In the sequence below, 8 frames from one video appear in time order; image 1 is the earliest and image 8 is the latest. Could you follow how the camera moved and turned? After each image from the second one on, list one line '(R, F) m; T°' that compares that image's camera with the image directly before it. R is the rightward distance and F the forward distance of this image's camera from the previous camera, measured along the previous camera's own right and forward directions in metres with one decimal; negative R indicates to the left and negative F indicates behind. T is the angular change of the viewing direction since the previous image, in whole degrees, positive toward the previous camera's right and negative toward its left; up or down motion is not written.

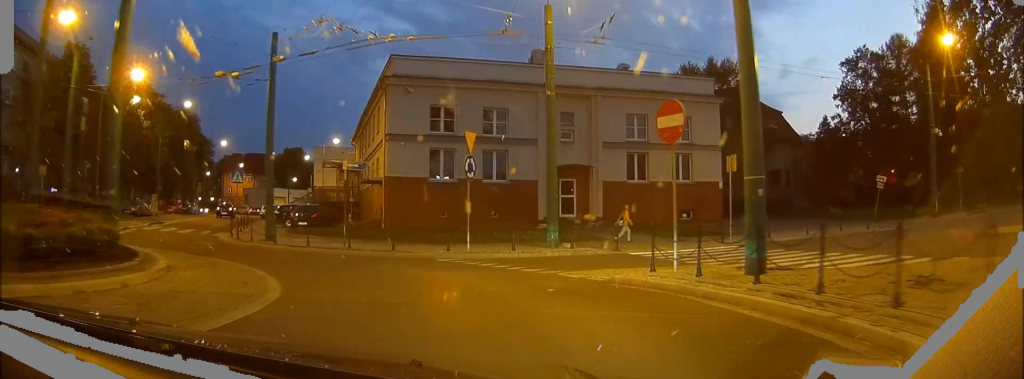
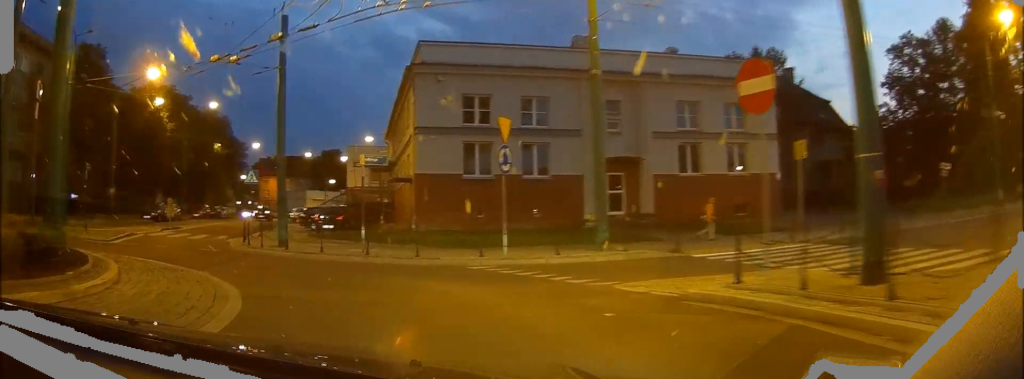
(+0.1, +3.0) m; -3°
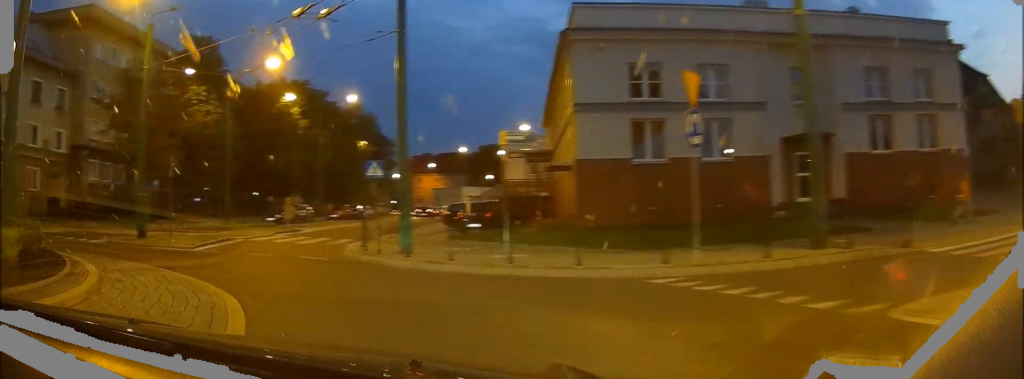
(-0.2, +4.8) m; -10°
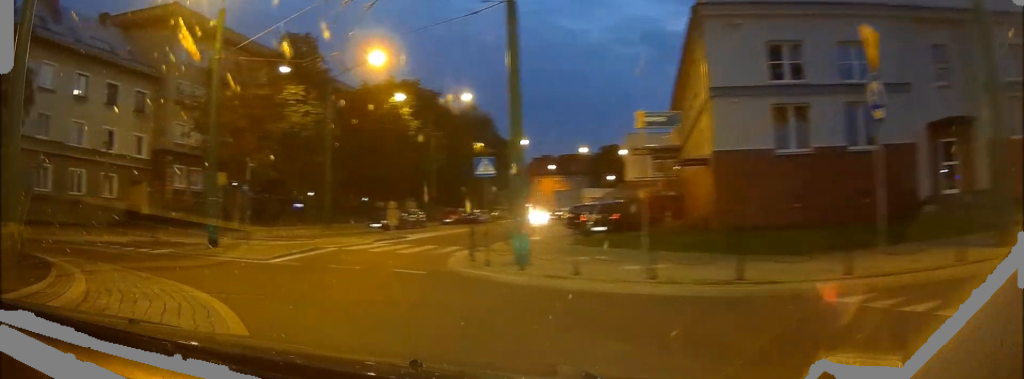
(-0.5, +3.1) m; -7°
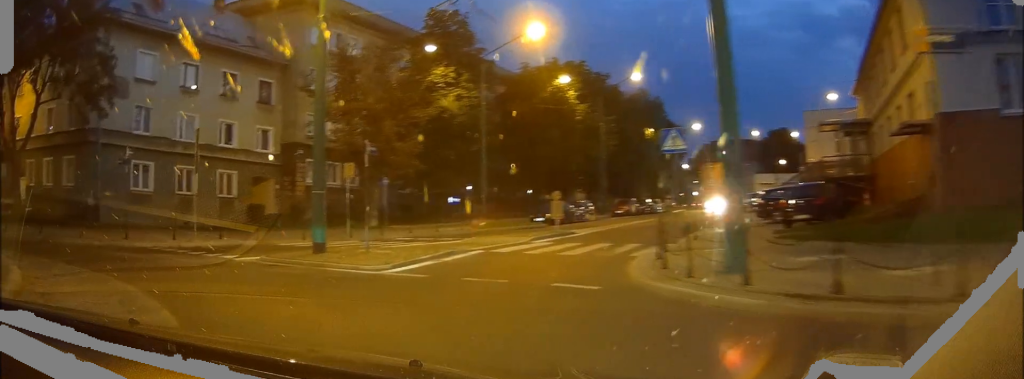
(-0.2, +5.0) m; -6°
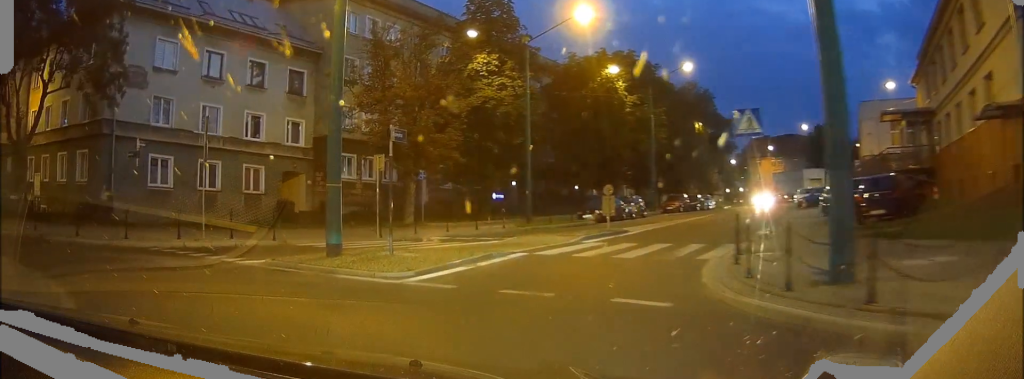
(0.0, +2.5) m; -3°
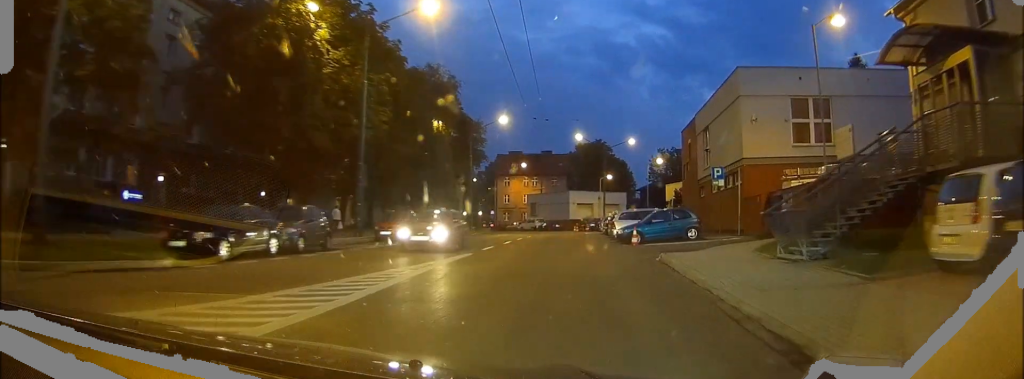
(-1.5, +21.9) m; +2°
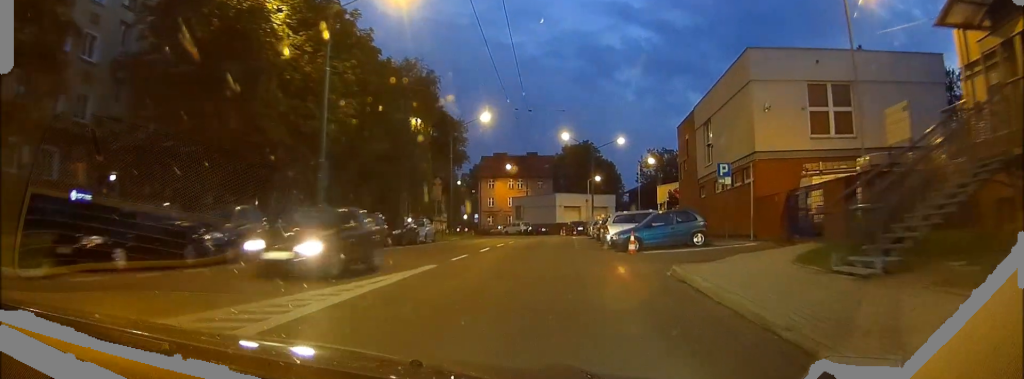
(+0.1, +3.8) m; +2°
